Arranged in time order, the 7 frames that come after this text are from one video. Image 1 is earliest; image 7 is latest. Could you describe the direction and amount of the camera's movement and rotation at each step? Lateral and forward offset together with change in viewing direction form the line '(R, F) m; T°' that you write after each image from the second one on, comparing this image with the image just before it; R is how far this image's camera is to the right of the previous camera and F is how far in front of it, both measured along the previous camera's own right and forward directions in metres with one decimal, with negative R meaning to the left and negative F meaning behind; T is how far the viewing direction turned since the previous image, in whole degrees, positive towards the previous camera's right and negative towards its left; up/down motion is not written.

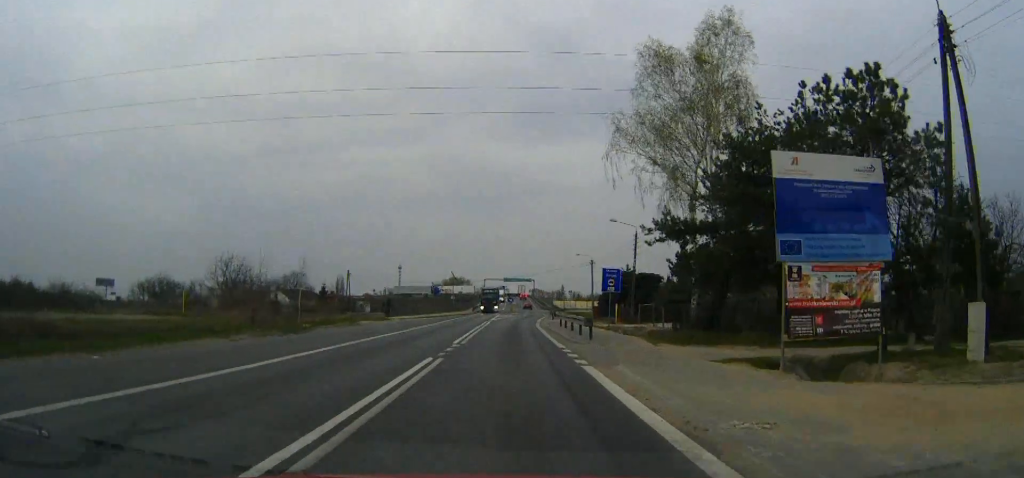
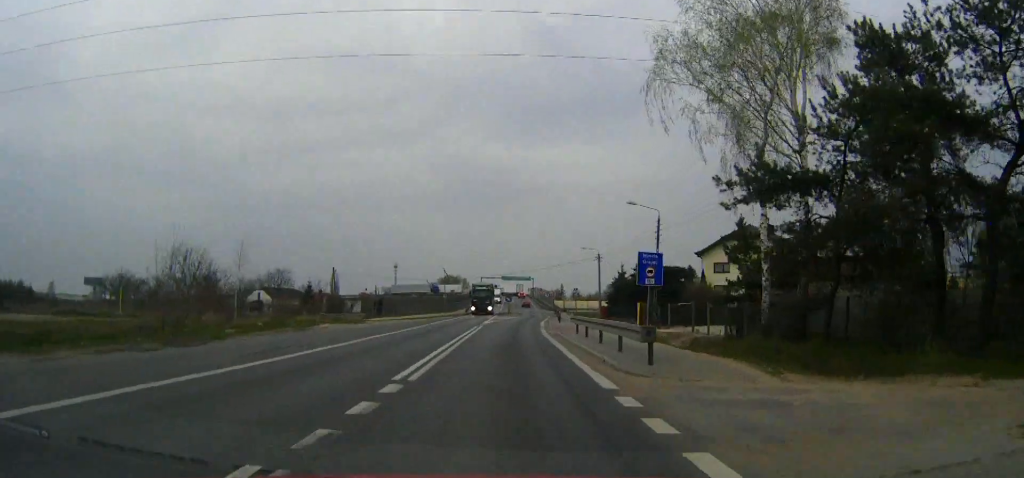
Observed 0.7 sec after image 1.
(0.0, +11.2) m; 0°
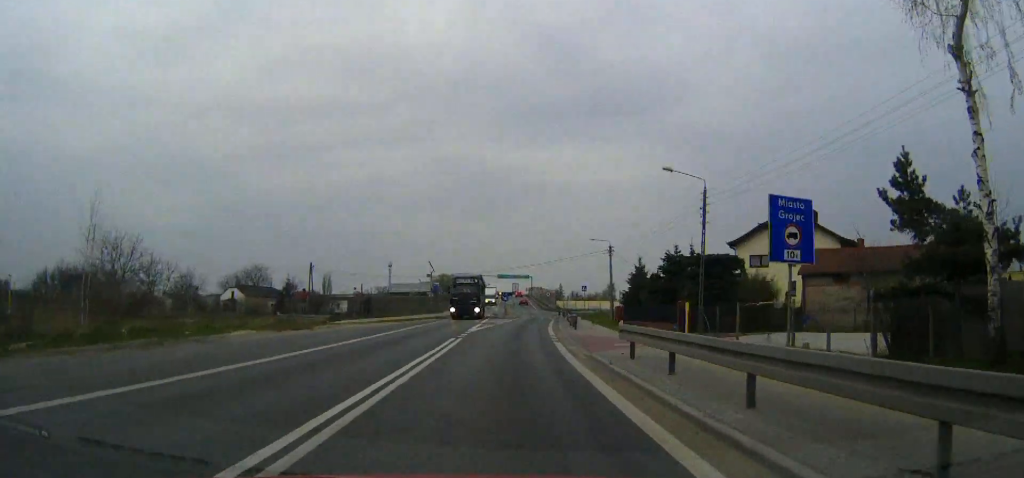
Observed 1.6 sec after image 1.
(0.0, +14.3) m; 0°
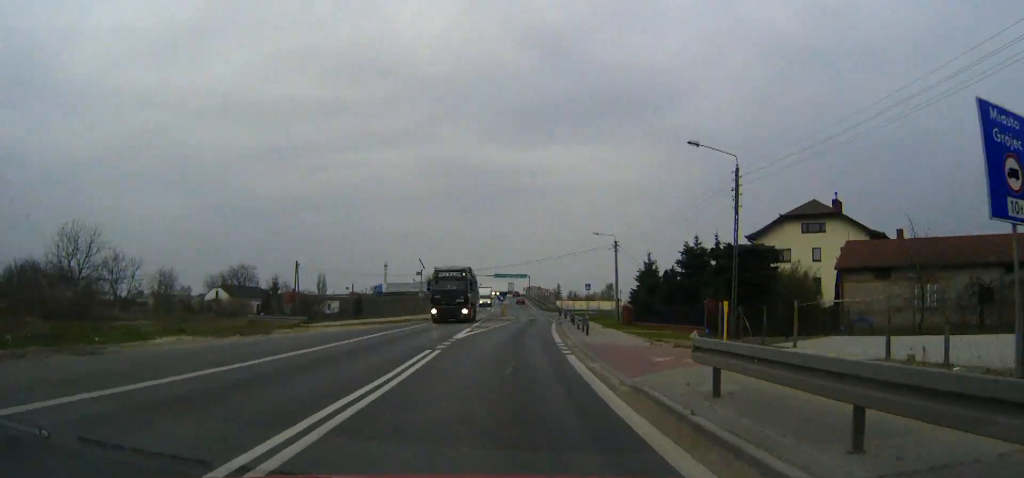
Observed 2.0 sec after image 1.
(0.0, +6.8) m; 0°
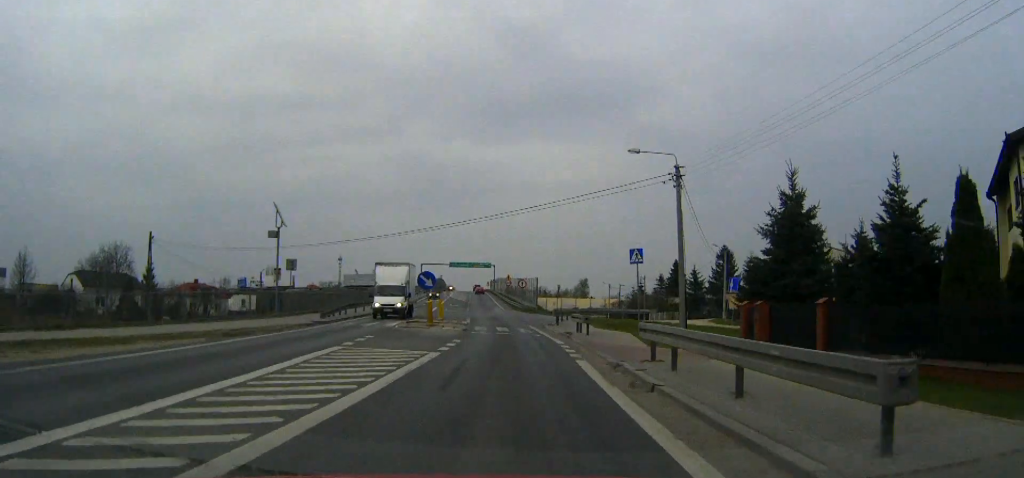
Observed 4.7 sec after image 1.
(+0.9, +42.3) m; +2°
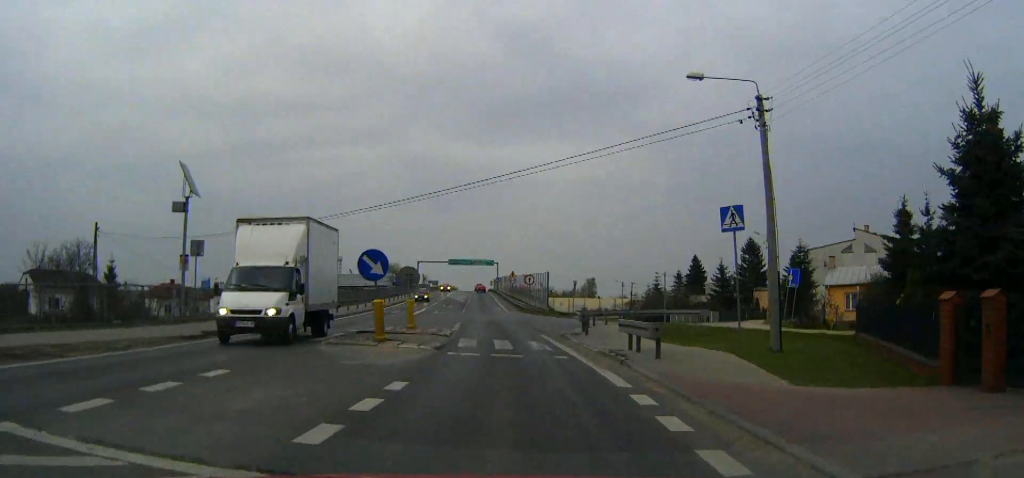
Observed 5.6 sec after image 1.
(0.0, +12.9) m; 0°
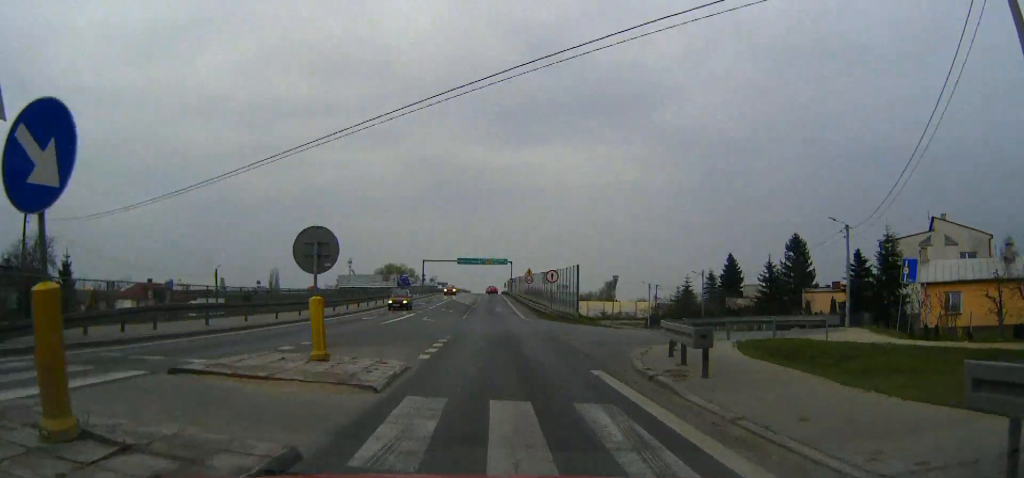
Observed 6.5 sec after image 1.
(-0.1, +14.4) m; -1°
